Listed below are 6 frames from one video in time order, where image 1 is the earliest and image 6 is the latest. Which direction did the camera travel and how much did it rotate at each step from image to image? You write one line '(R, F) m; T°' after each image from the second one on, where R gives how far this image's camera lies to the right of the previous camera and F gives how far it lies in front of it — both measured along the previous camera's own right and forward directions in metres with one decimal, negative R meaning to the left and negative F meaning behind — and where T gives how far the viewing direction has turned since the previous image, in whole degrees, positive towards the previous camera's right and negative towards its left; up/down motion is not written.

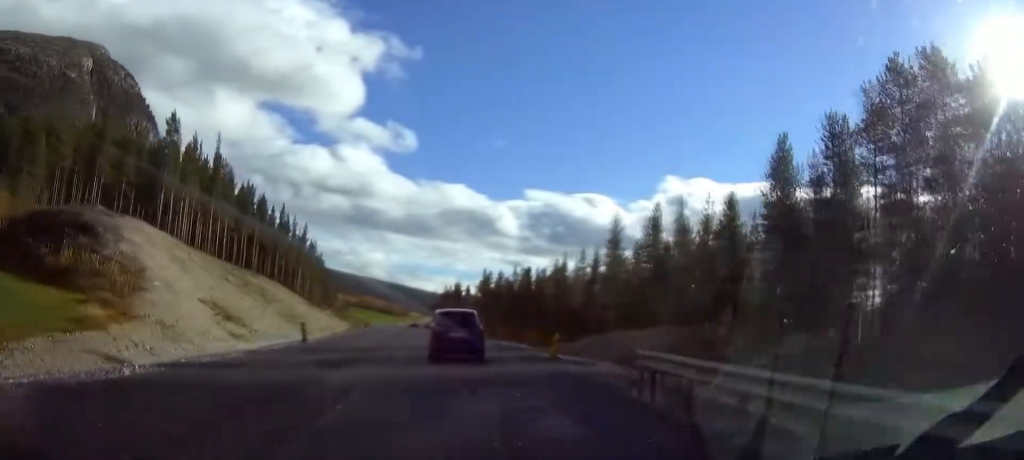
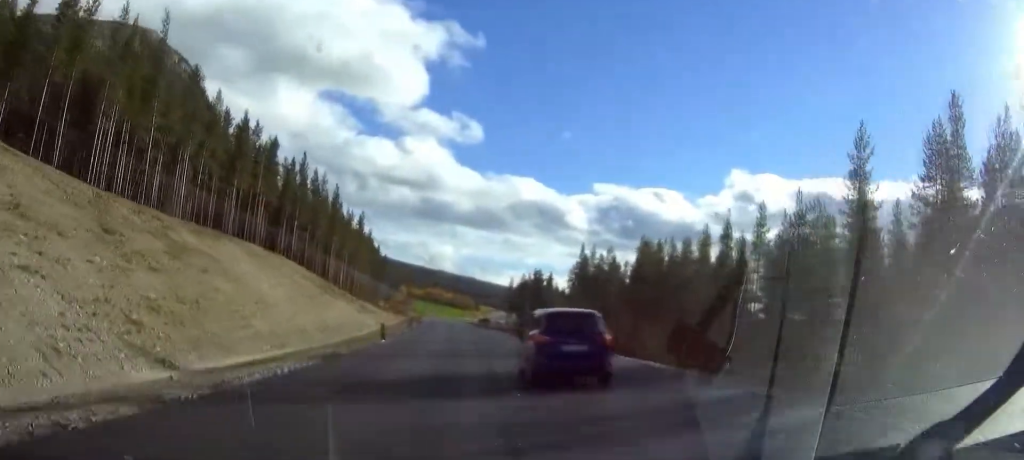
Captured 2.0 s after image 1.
(-3.1, +46.4) m; -6°
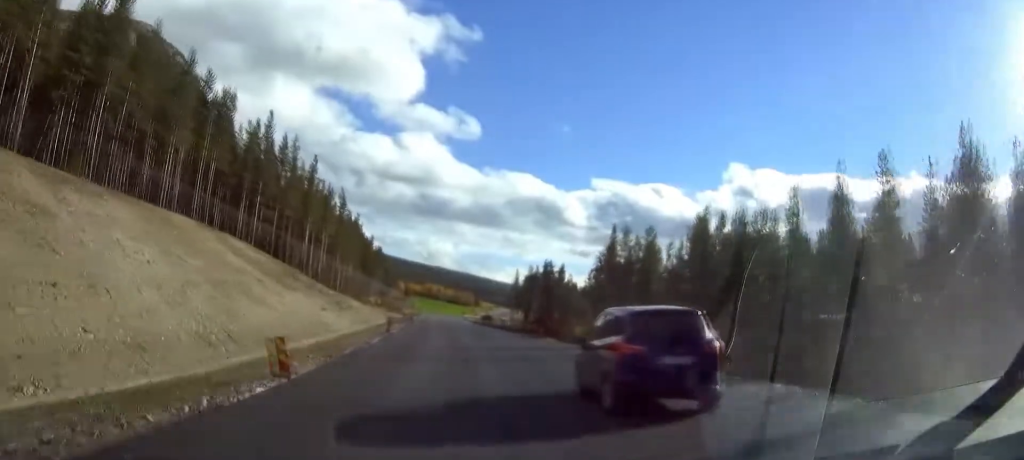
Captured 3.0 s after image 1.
(-0.3, +23.8) m; -1°
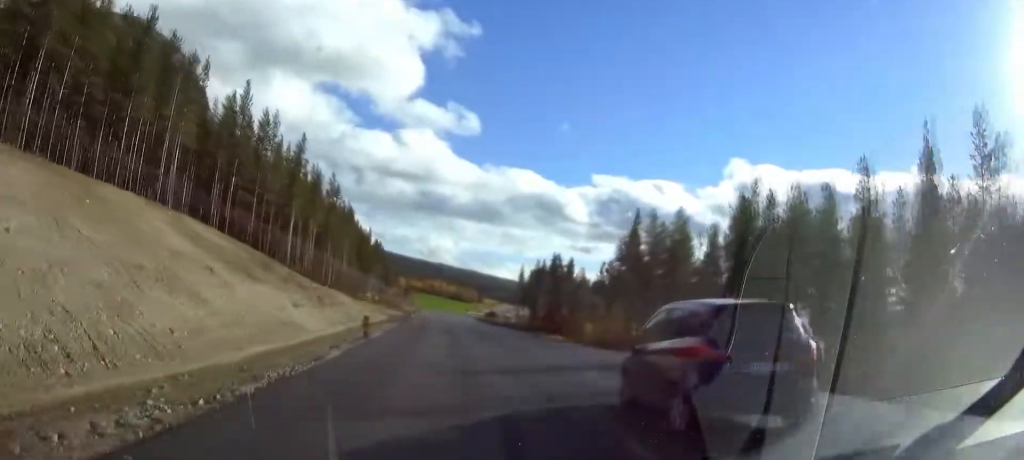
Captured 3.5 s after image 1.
(0.0, +12.0) m; 0°
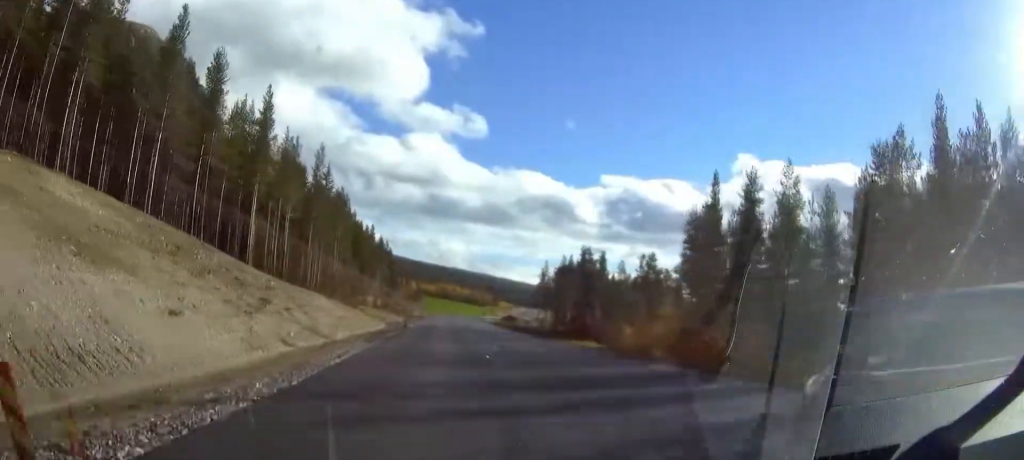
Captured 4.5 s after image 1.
(-0.2, +24.1) m; -1°
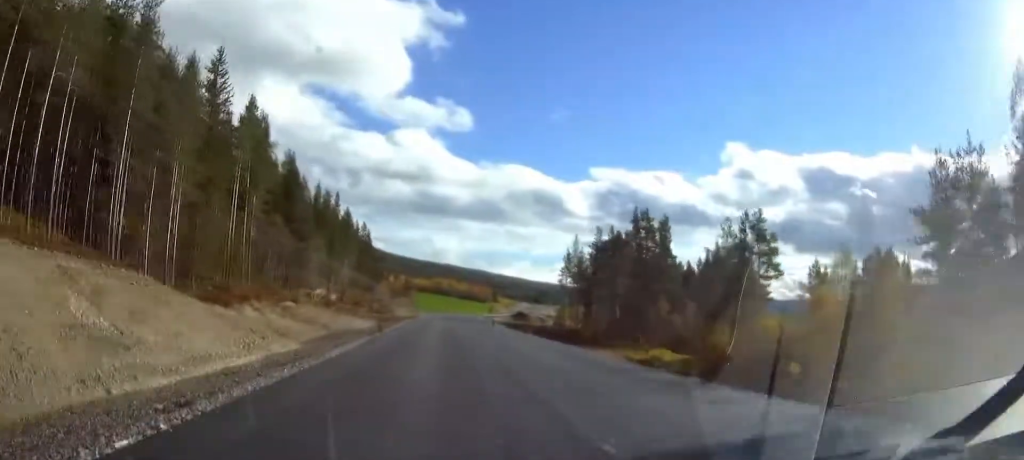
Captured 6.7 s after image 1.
(+0.3, +51.5) m; +1°
